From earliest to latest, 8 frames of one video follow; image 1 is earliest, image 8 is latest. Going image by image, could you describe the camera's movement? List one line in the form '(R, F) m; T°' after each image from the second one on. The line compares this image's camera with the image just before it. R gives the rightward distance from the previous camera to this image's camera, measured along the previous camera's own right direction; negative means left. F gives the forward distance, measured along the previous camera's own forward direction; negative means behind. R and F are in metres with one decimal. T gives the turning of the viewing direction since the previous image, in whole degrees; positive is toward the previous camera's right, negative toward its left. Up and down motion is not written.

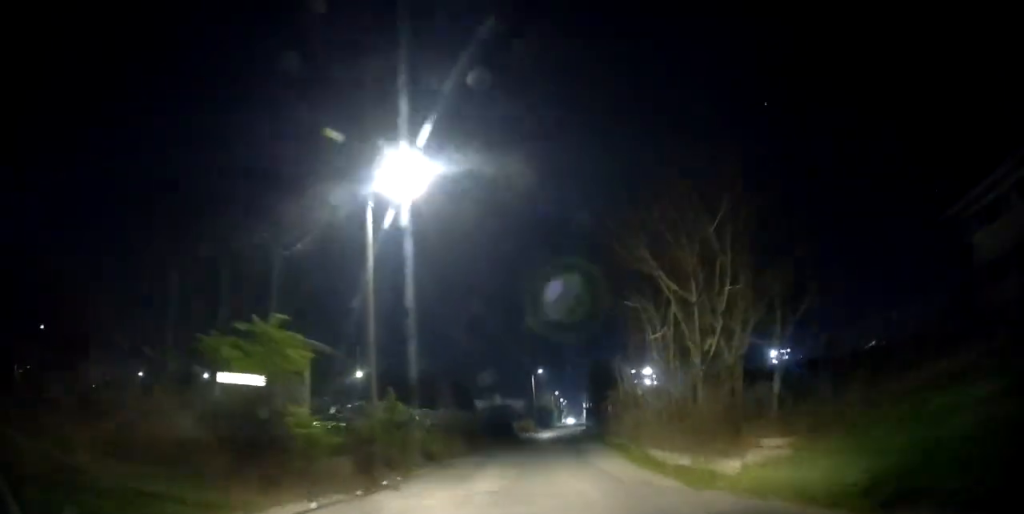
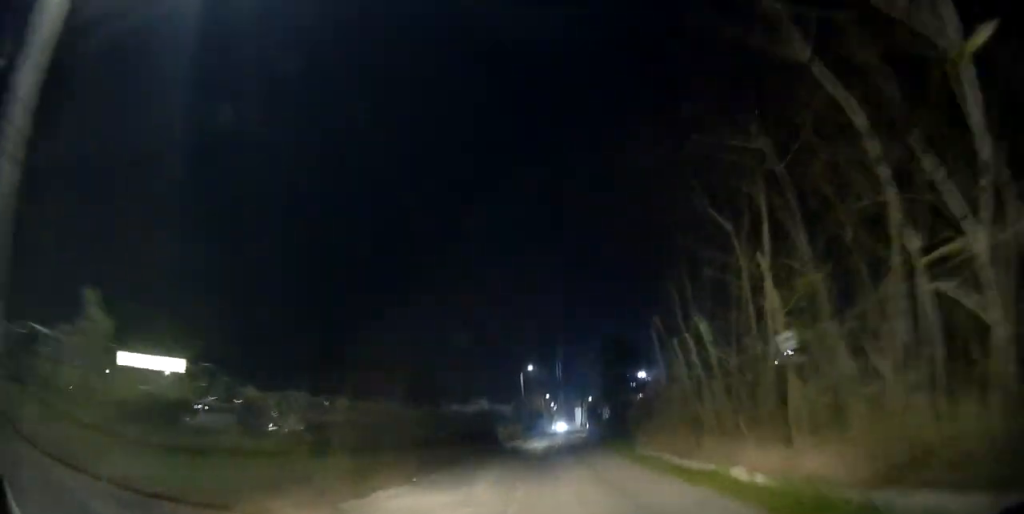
(+0.2, +9.7) m; +1°
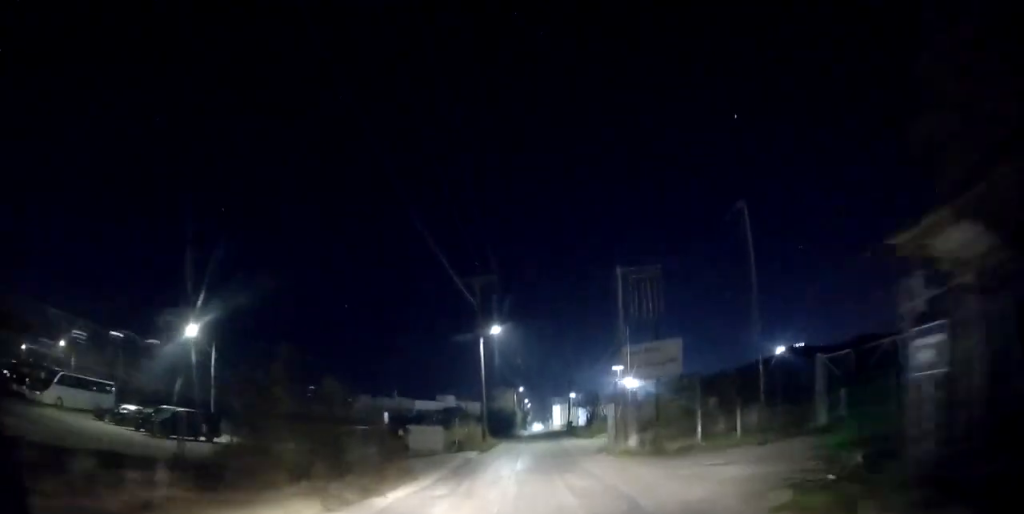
(+0.5, +21.6) m; 0°
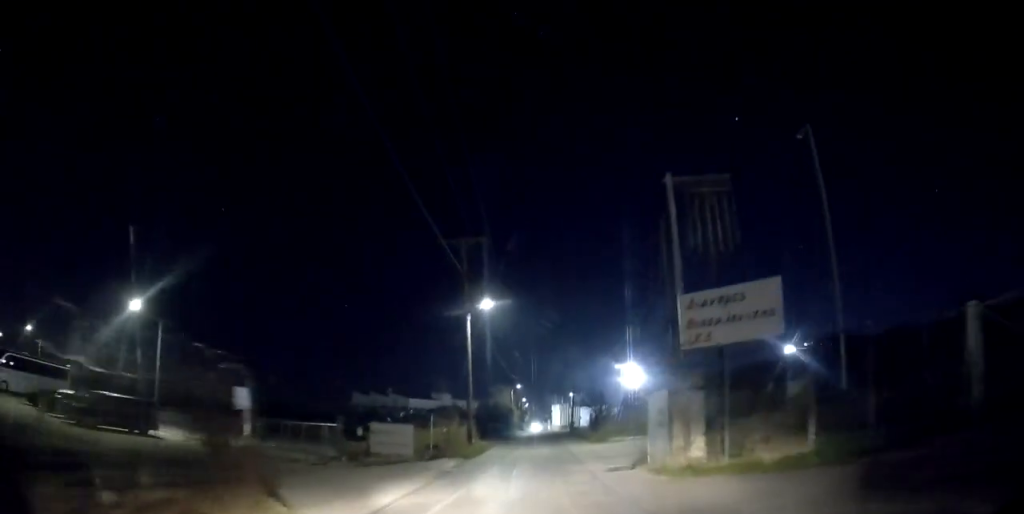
(-0.4, +7.2) m; +1°
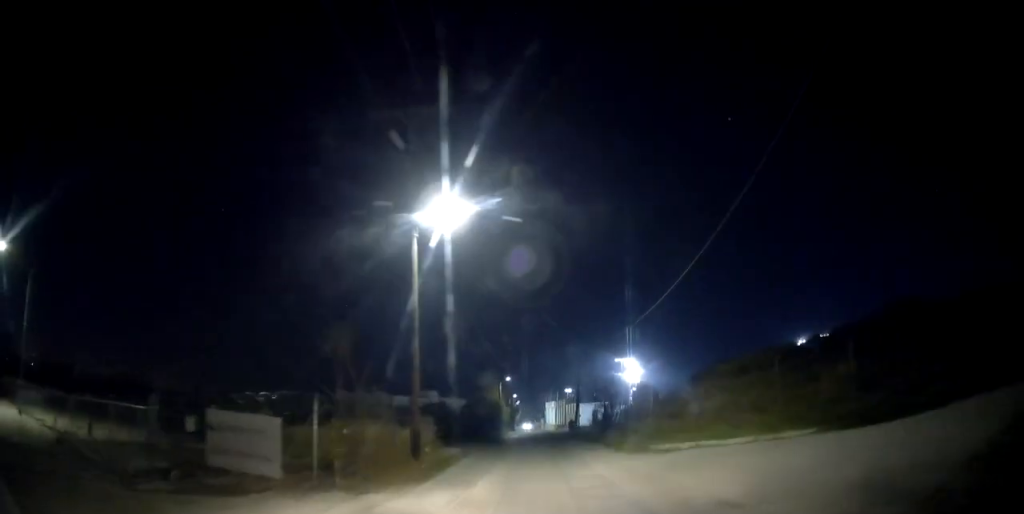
(+0.3, +11.6) m; +3°
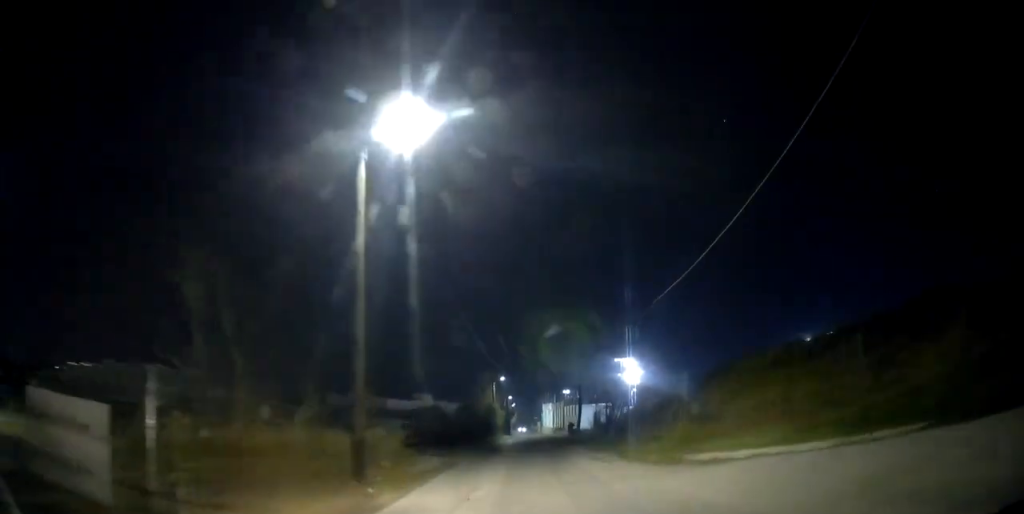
(+0.2, +4.9) m; +1°
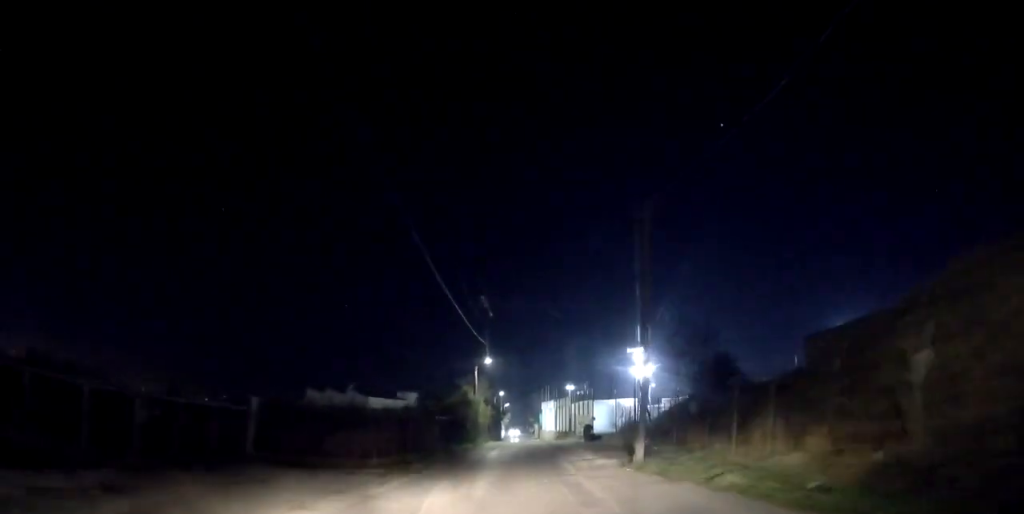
(-0.5, +19.2) m; -1°
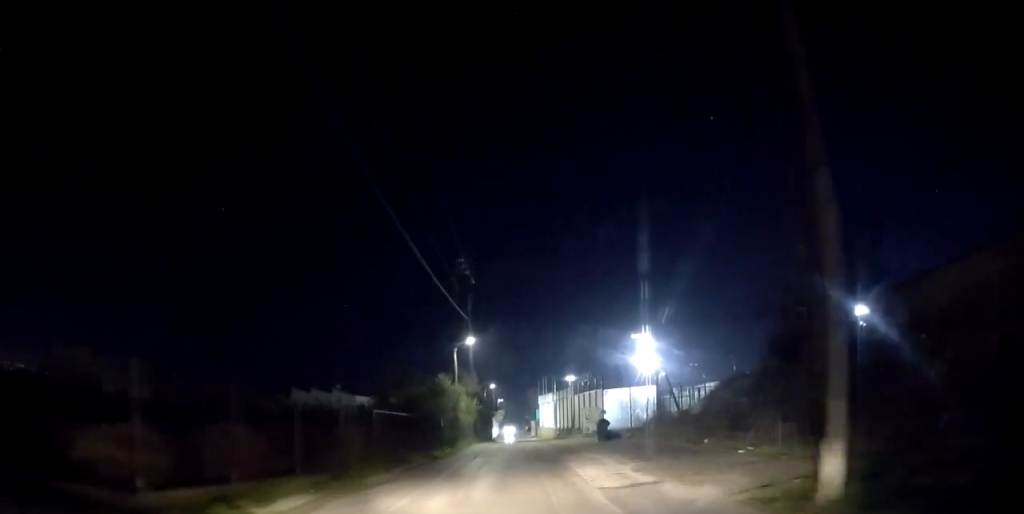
(0.0, +9.8) m; +2°
